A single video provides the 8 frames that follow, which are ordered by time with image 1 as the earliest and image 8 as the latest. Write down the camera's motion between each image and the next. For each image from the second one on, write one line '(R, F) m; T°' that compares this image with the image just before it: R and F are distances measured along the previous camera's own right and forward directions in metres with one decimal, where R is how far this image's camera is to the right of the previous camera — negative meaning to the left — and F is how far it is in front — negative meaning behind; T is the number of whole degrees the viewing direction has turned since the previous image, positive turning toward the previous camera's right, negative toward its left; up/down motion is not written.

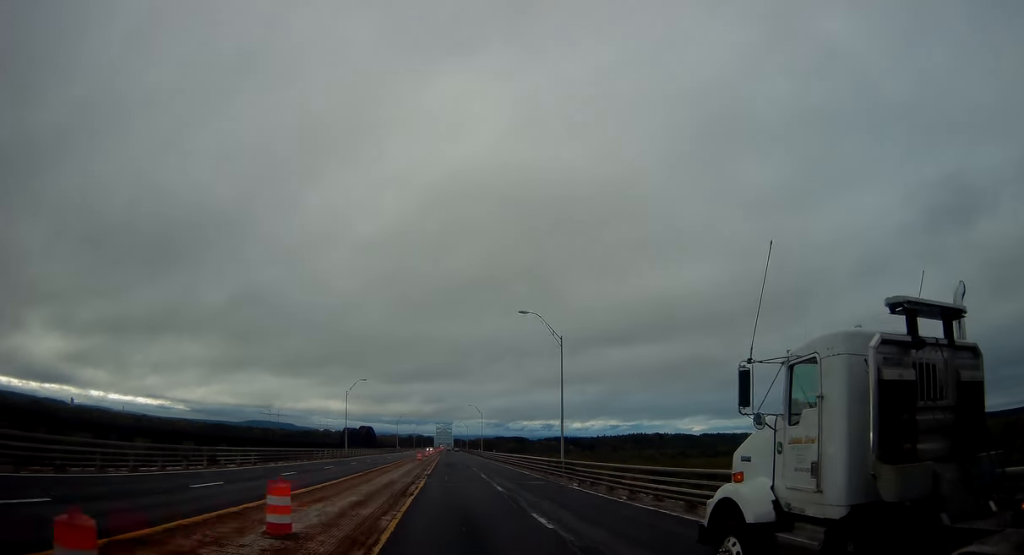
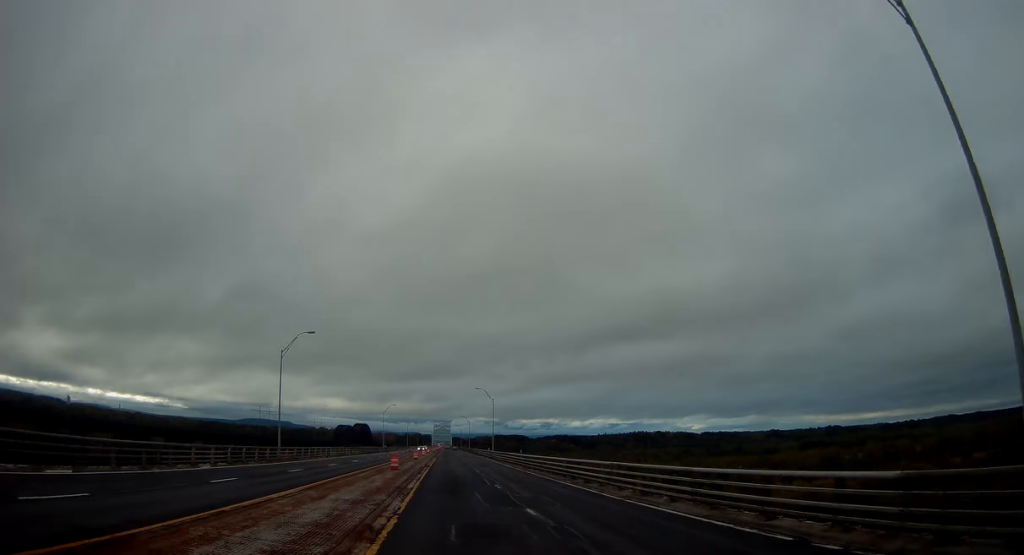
(+0.6, +34.2) m; 0°
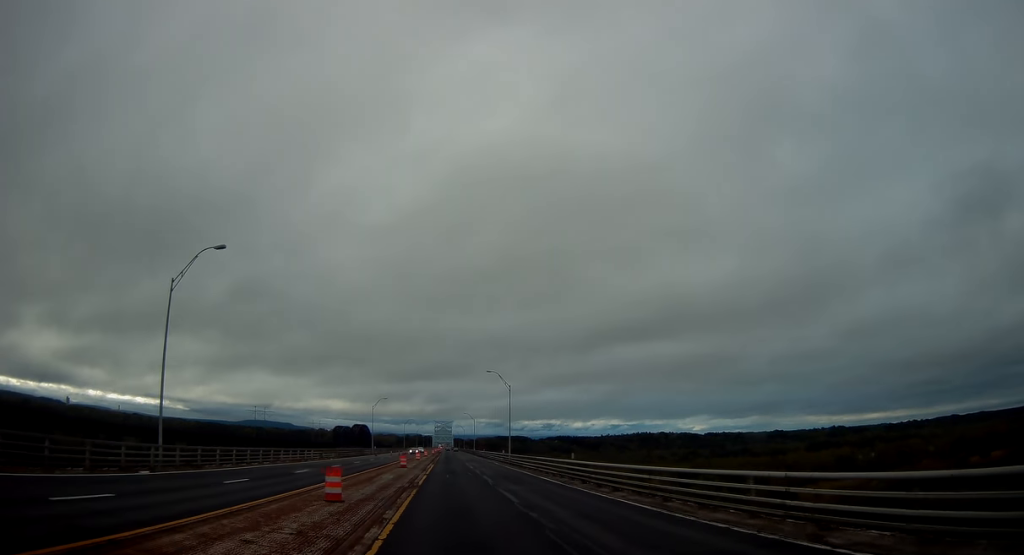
(-0.2, +22.8) m; -1°
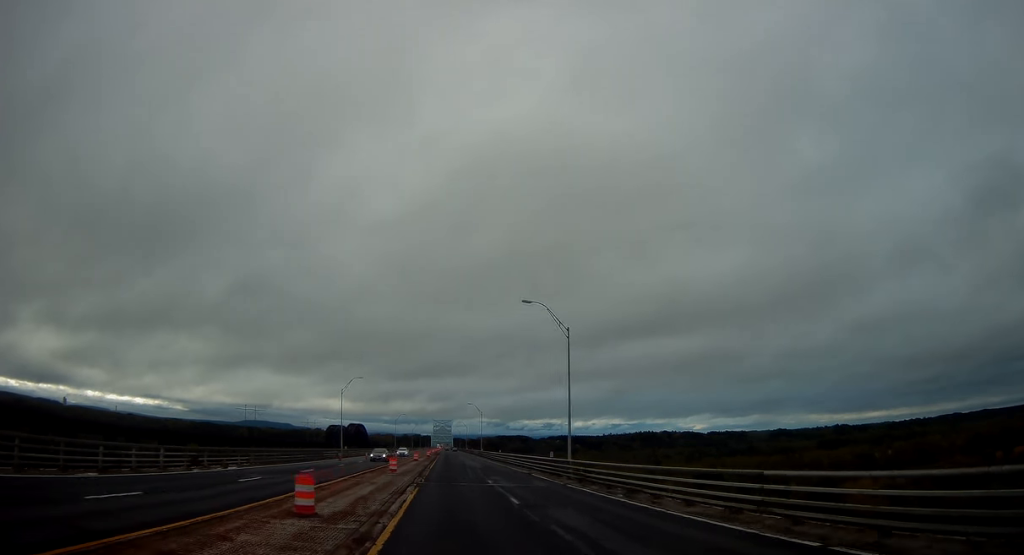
(-0.1, +34.3) m; 0°
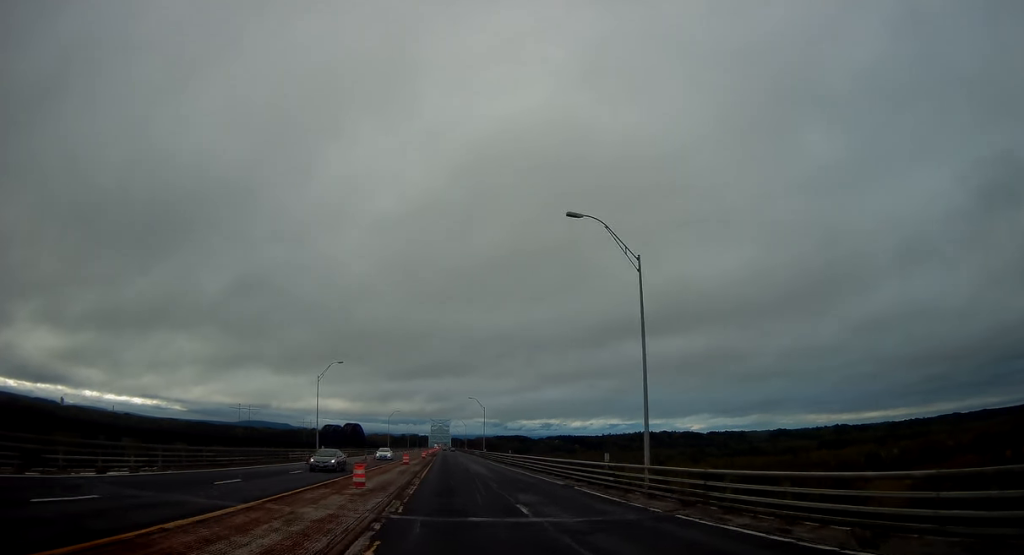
(0.0, +14.6) m; 0°
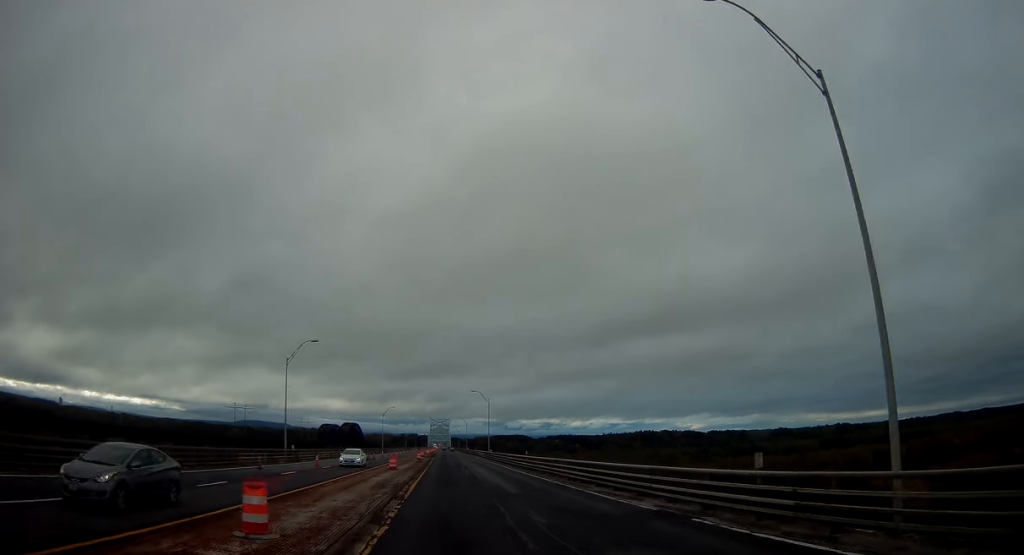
(0.0, +13.6) m; 0°
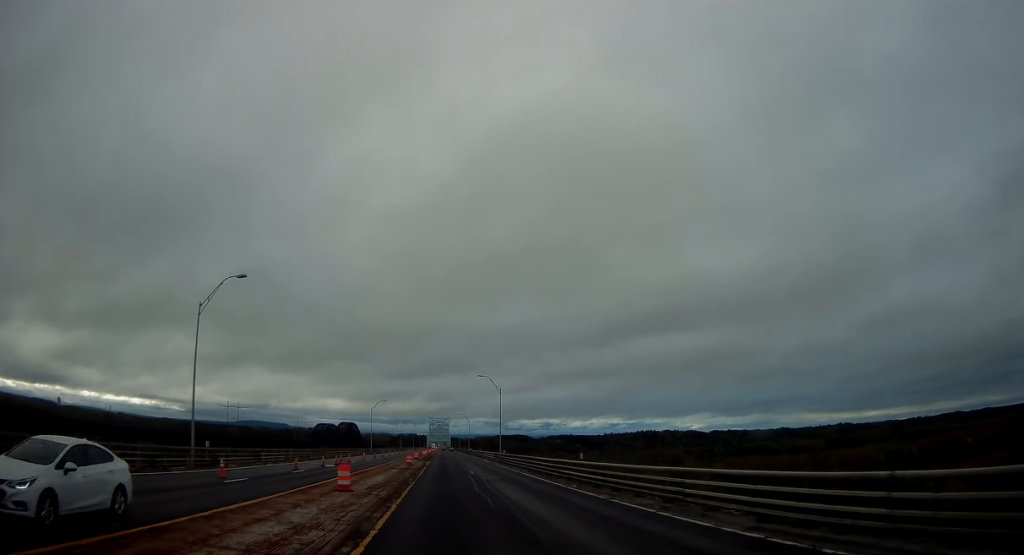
(+0.2, +21.1) m; 0°
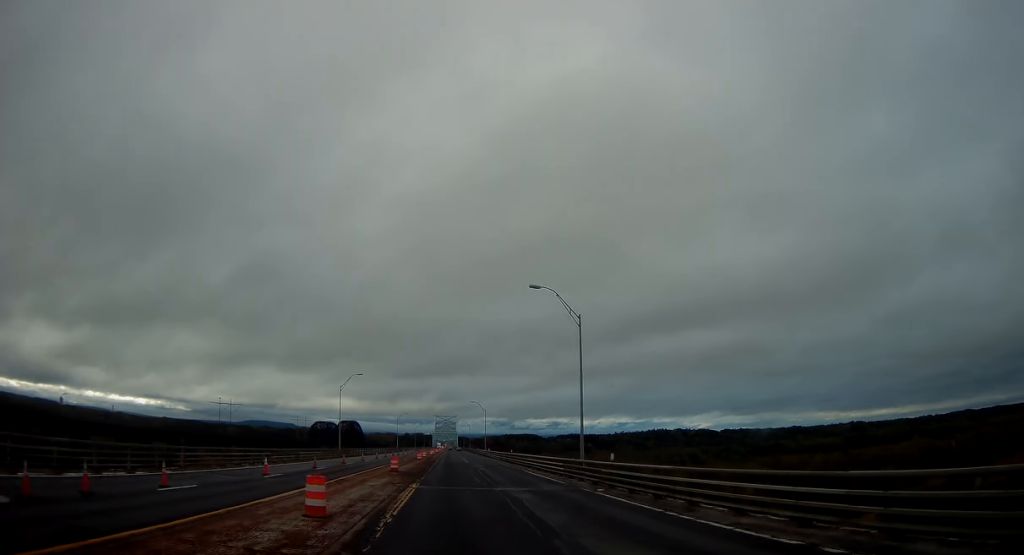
(-0.2, +43.1) m; 0°
